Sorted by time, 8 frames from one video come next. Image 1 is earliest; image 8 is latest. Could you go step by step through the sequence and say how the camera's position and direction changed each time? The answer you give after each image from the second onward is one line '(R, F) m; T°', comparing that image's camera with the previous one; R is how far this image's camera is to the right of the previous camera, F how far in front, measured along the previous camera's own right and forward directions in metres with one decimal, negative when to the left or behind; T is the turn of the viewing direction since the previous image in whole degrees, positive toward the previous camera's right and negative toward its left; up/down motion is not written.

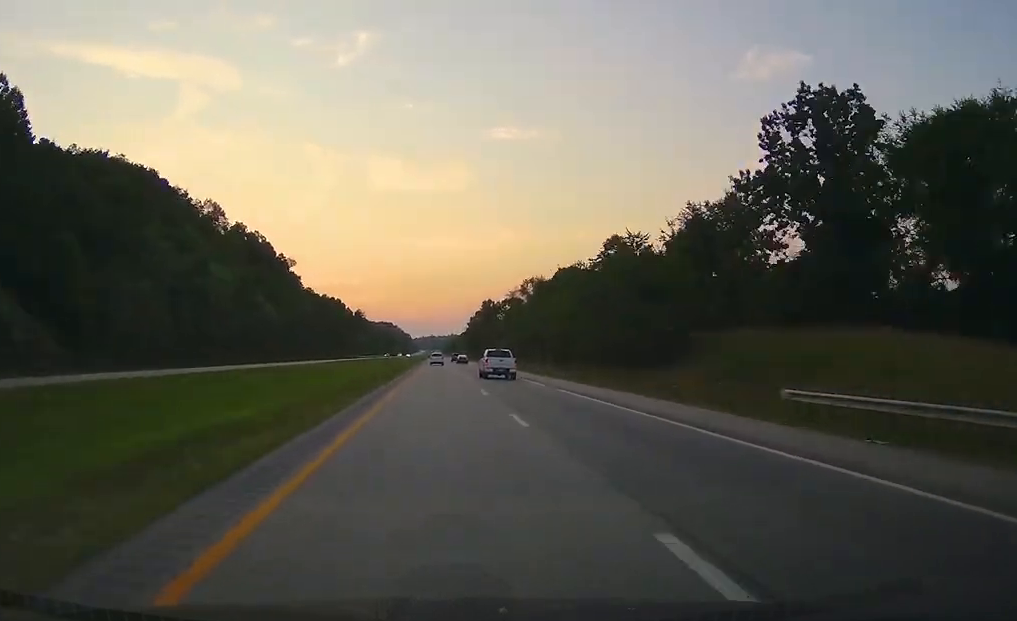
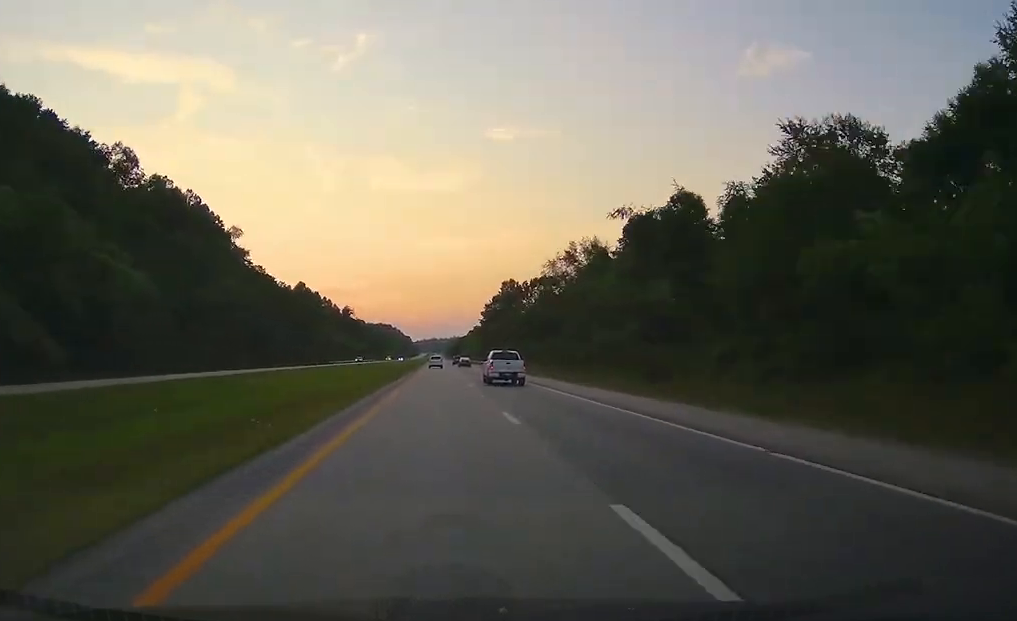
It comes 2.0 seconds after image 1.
(-1.2, +97.0) m; -1°
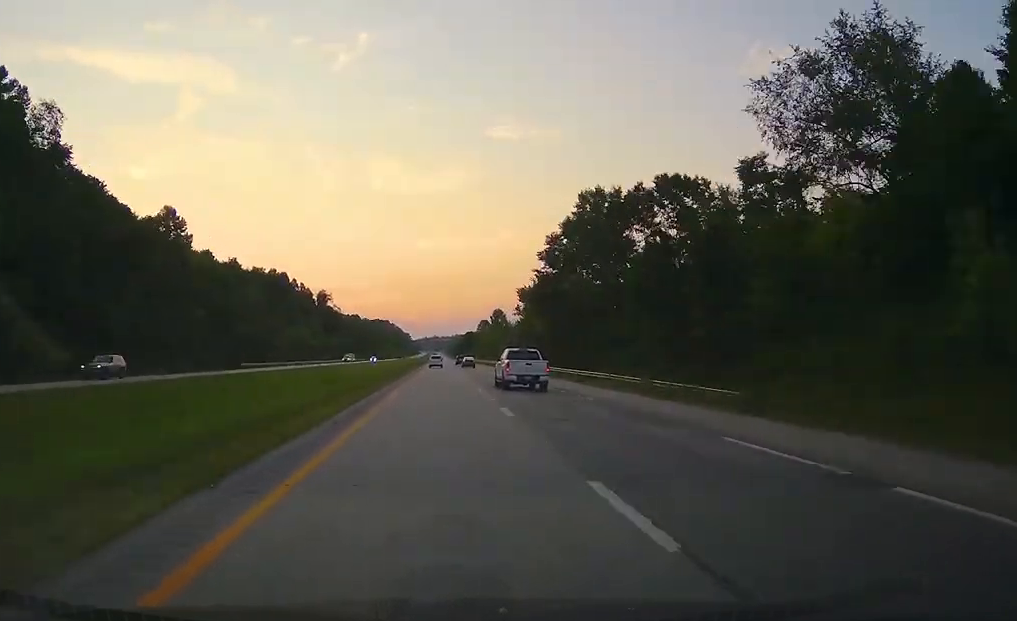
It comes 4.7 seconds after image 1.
(-1.2, +147.6) m; 0°
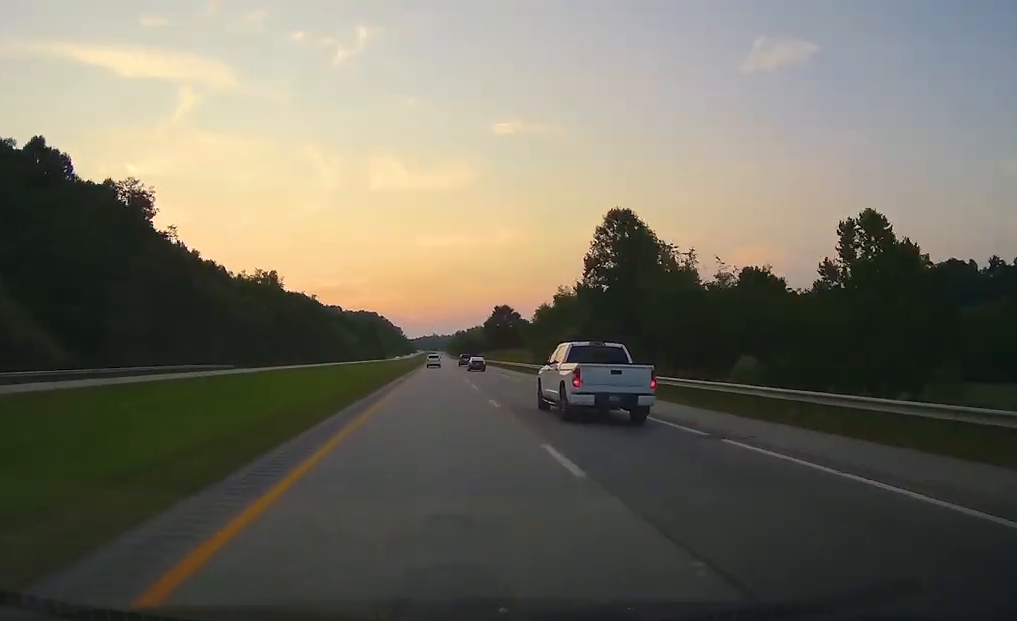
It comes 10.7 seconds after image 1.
(-0.5, +240.5) m; 0°
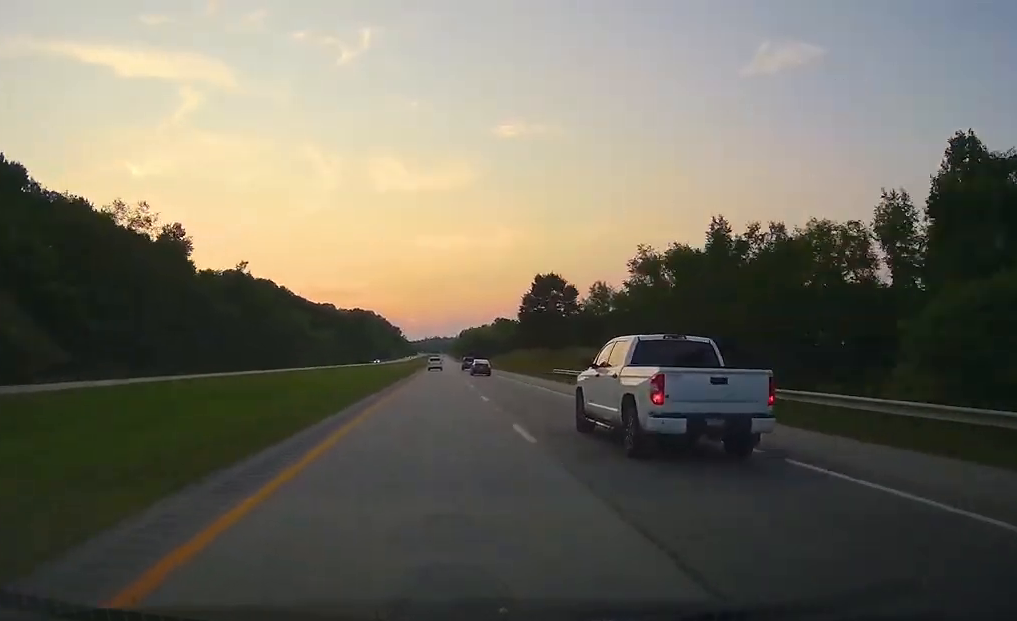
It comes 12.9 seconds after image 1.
(-0.3, +83.7) m; 0°
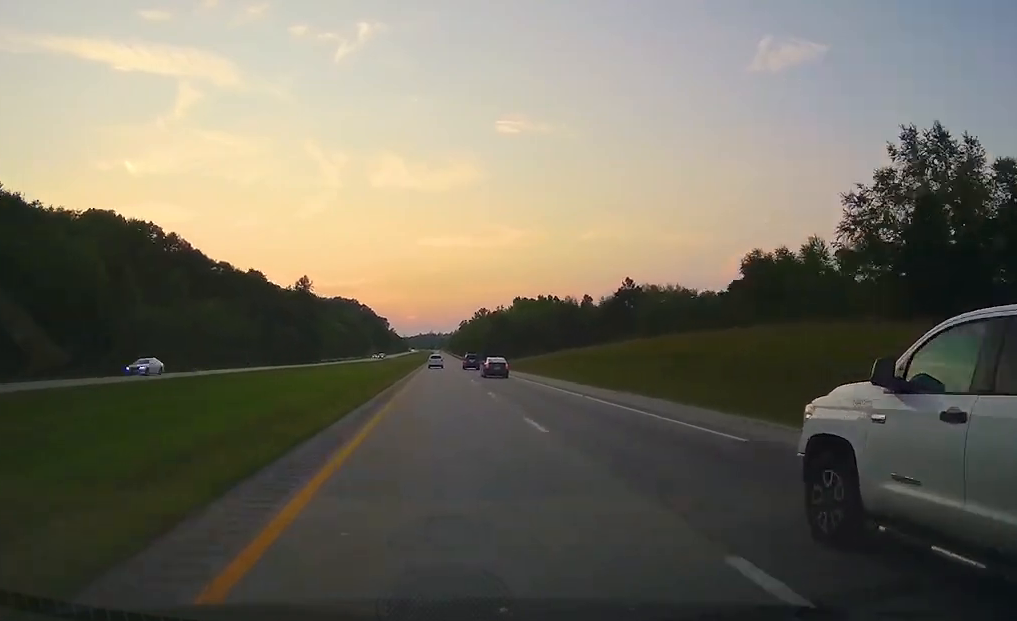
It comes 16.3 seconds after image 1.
(+0.5, +120.4) m; 0°
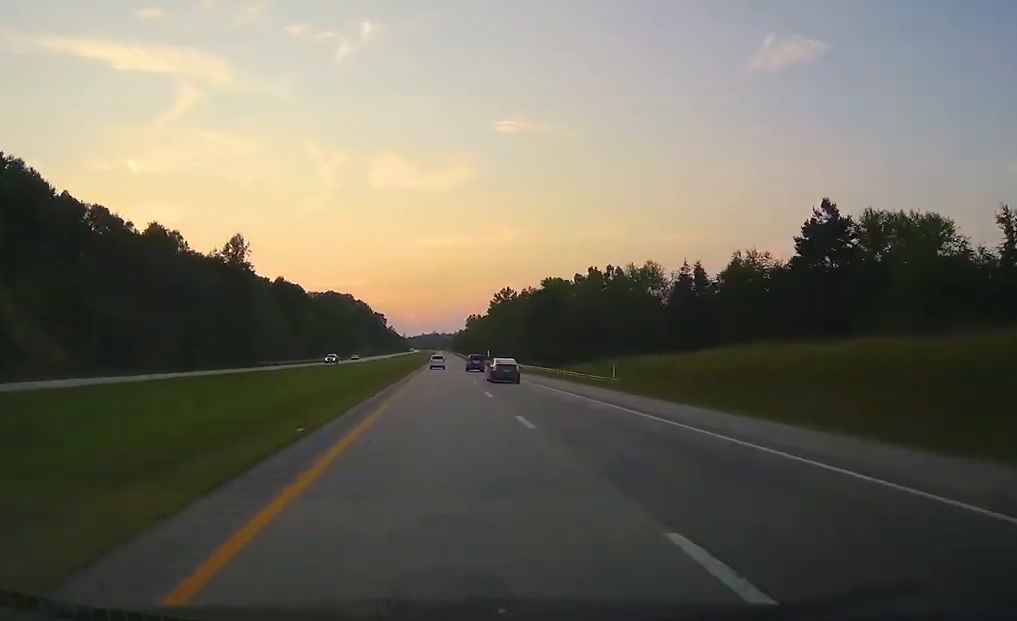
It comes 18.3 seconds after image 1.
(0.0, +68.6) m; 0°
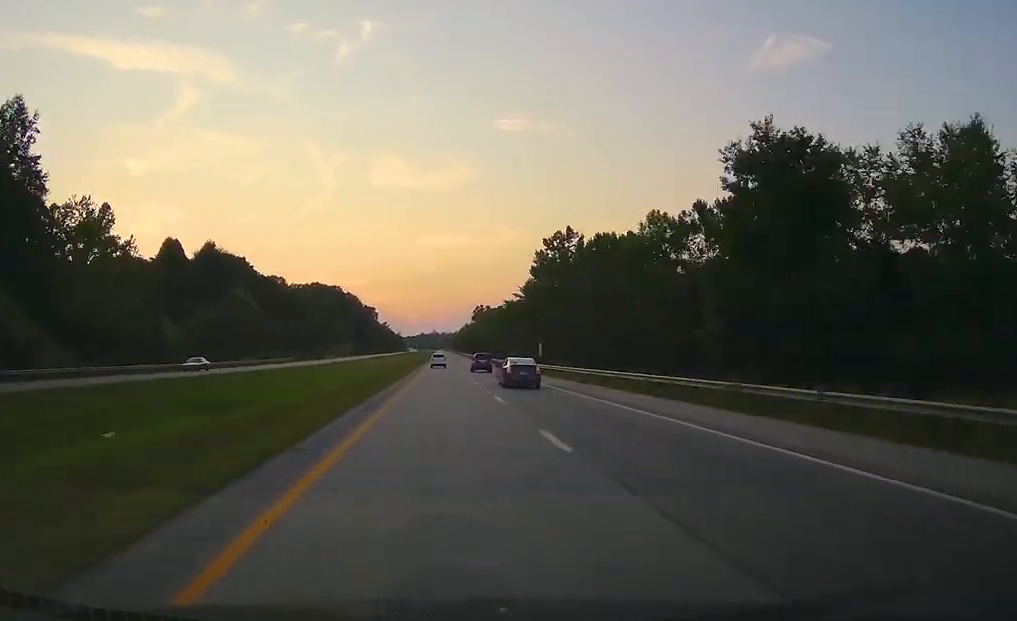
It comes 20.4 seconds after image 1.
(-0.3, +70.6) m; 0°
